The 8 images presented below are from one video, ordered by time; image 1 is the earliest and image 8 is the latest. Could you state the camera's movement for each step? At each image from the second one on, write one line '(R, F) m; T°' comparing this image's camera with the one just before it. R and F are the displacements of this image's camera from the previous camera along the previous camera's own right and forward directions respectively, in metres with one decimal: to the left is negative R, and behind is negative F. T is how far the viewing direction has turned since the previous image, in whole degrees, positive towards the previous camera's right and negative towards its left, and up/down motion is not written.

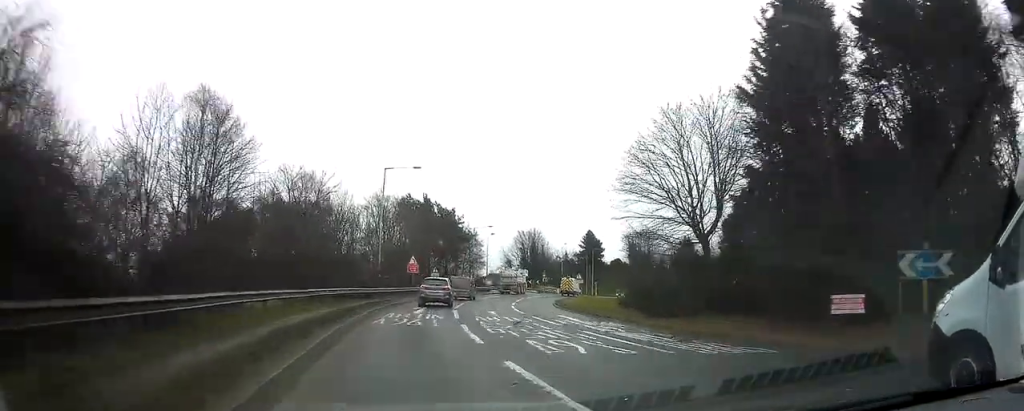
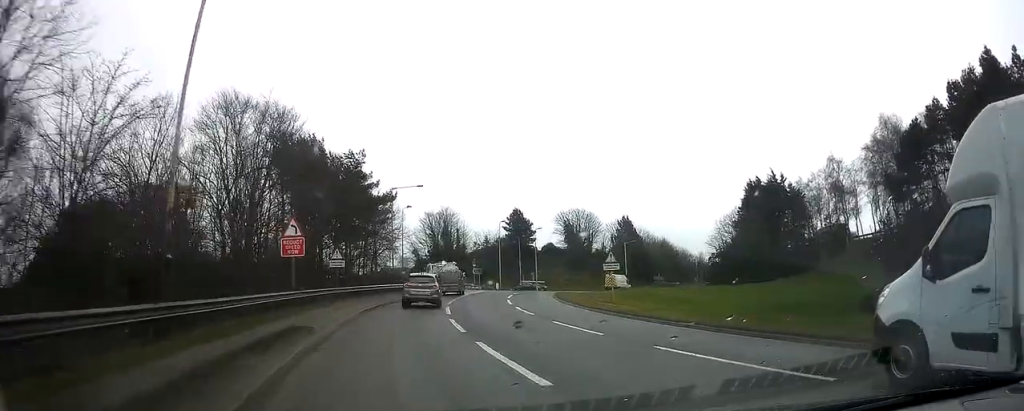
(+6.1, +32.6) m; +16°
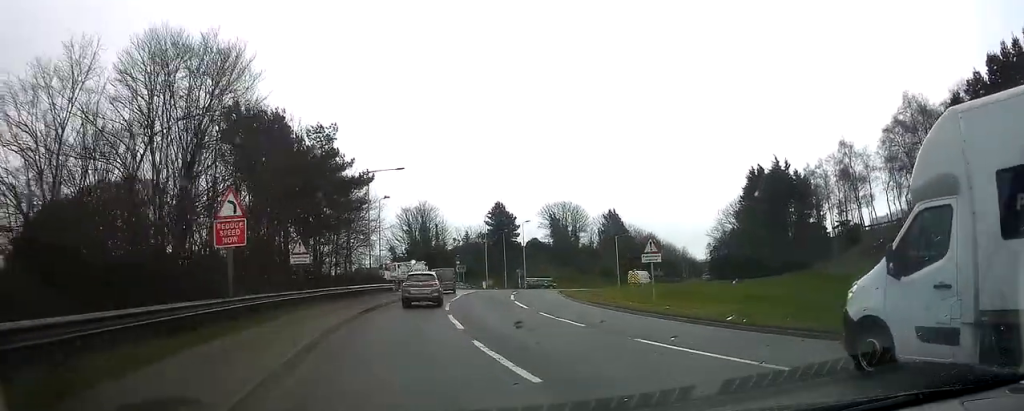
(+0.3, +8.2) m; +2°
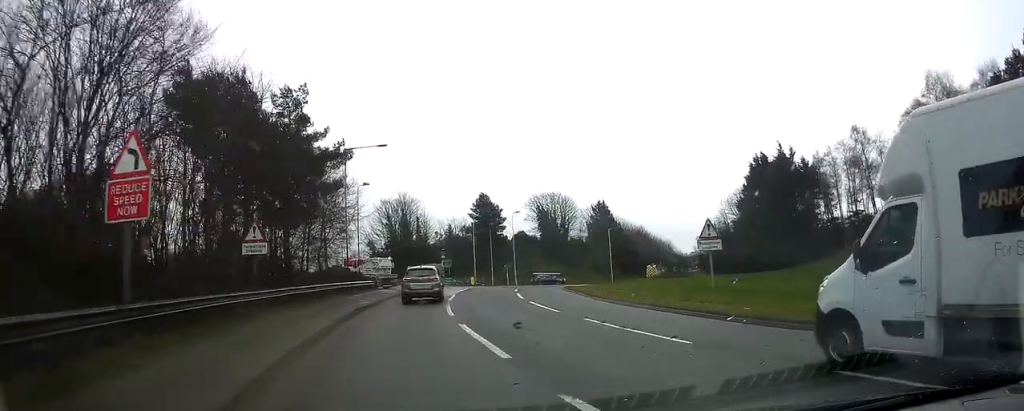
(-0.1, +6.8) m; +1°
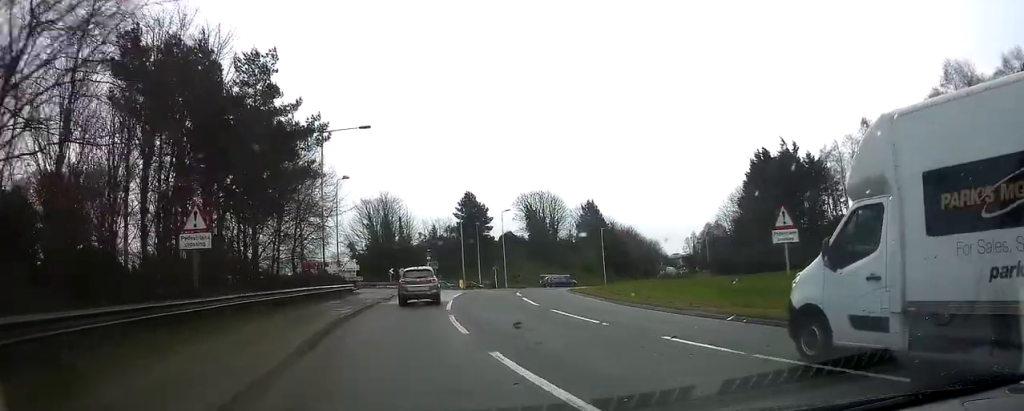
(0.0, +5.5) m; +1°
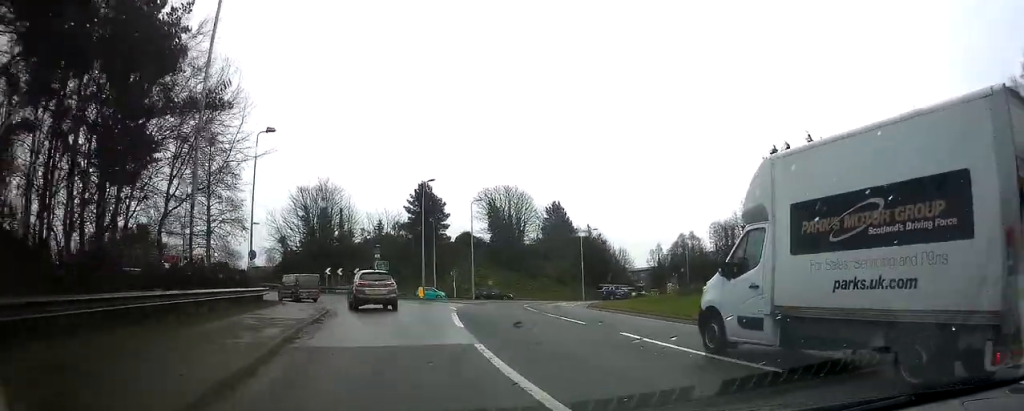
(+0.8, +17.1) m; +3°
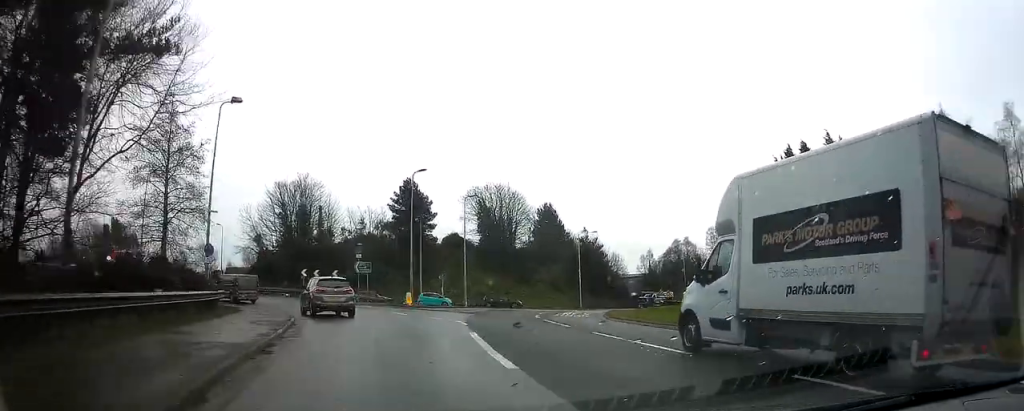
(0.0, +6.5) m; -1°
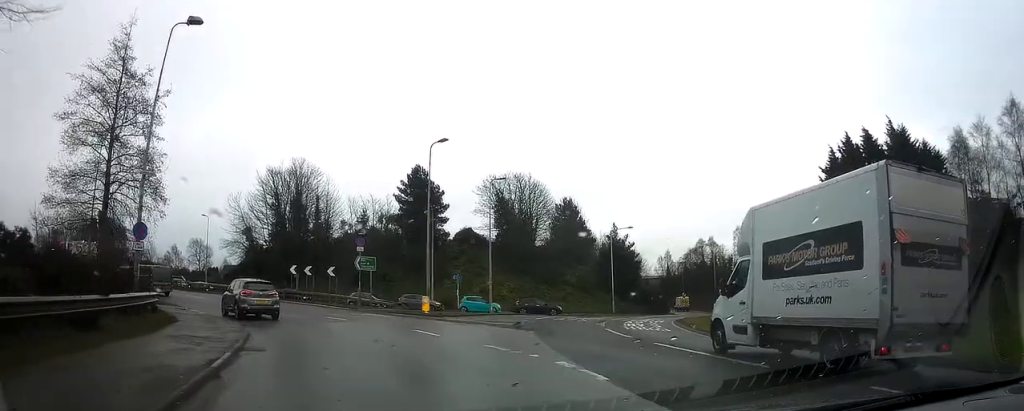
(-0.1, +10.1) m; -4°
